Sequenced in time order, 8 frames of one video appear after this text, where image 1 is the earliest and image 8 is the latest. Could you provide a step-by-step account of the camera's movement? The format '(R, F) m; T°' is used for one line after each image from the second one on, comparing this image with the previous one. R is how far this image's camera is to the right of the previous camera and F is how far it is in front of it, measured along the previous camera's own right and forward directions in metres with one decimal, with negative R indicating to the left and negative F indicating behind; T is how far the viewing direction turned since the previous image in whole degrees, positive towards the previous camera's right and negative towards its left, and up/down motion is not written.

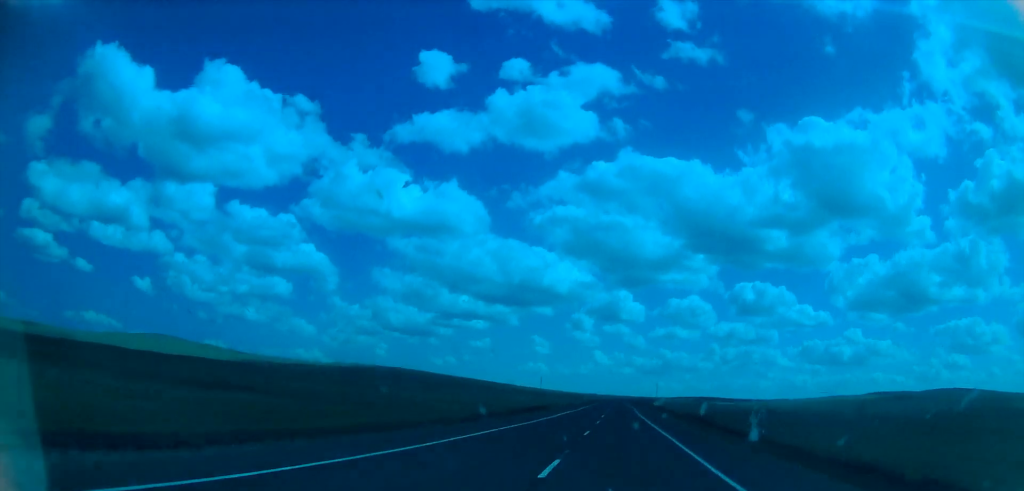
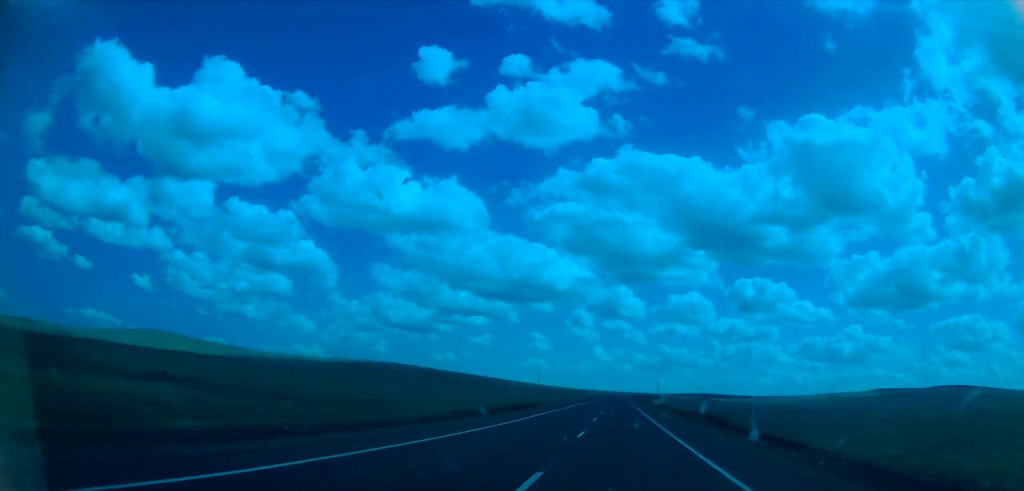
(0.0, +14.9) m; 0°
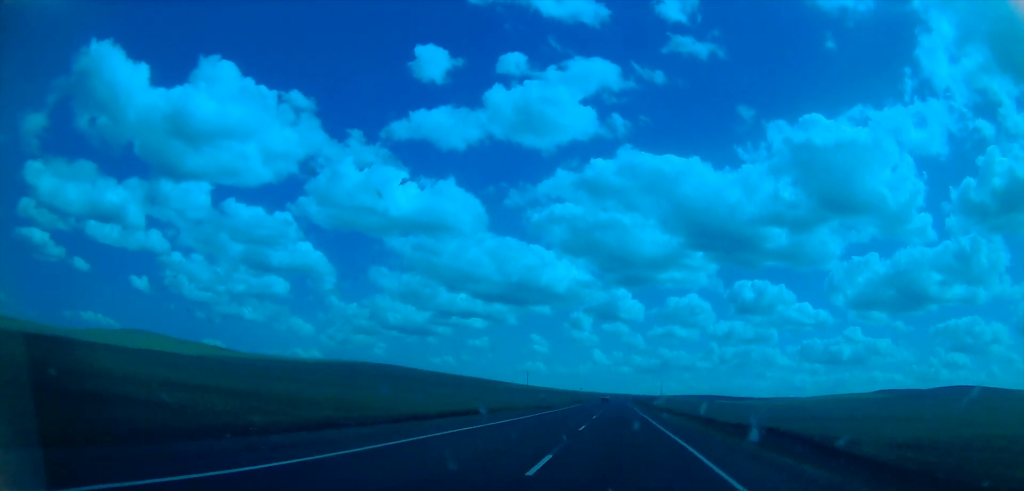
(0.0, +45.1) m; 0°
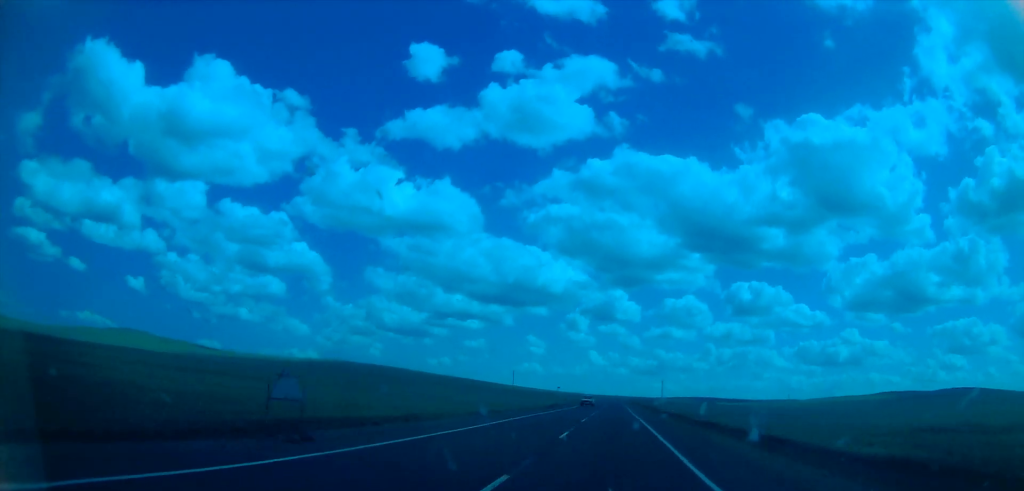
(0.0, +38.9) m; 0°
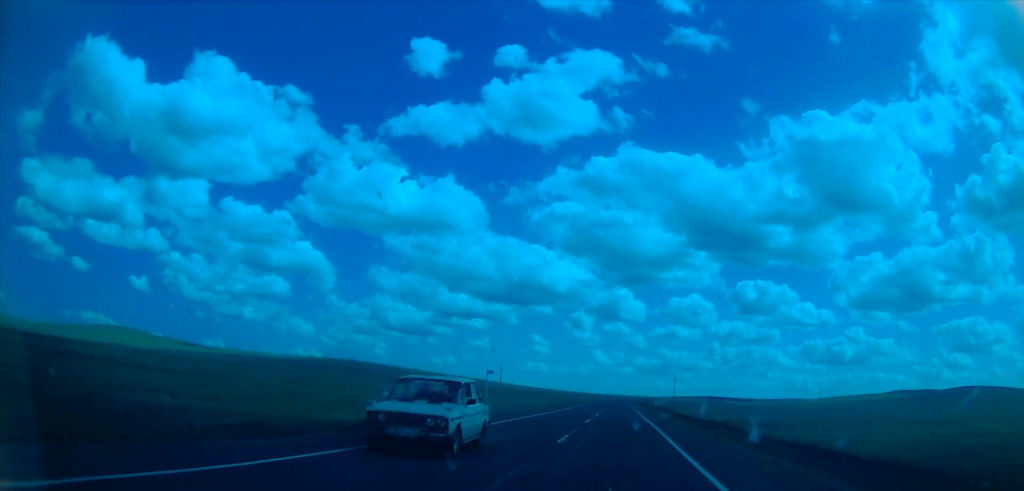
(0.0, +49.8) m; 0°
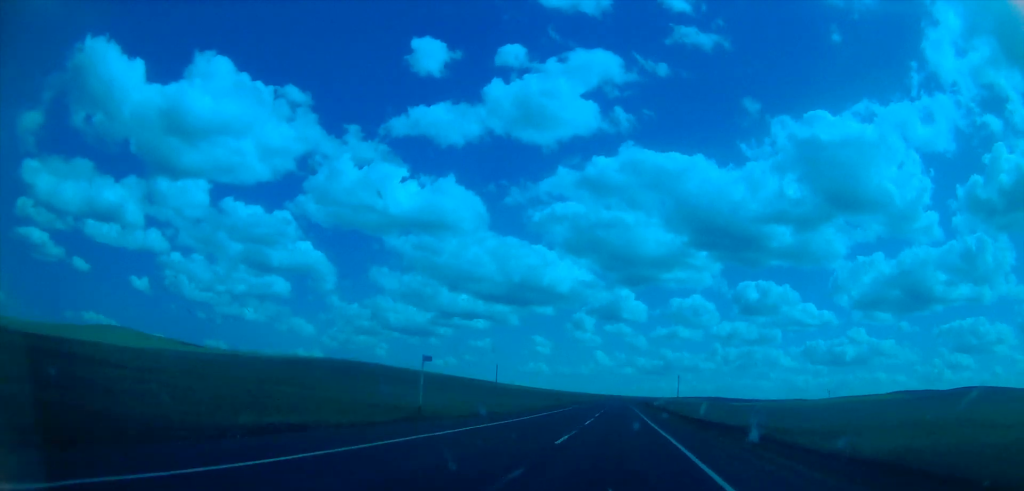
(0.0, +13.0) m; 0°
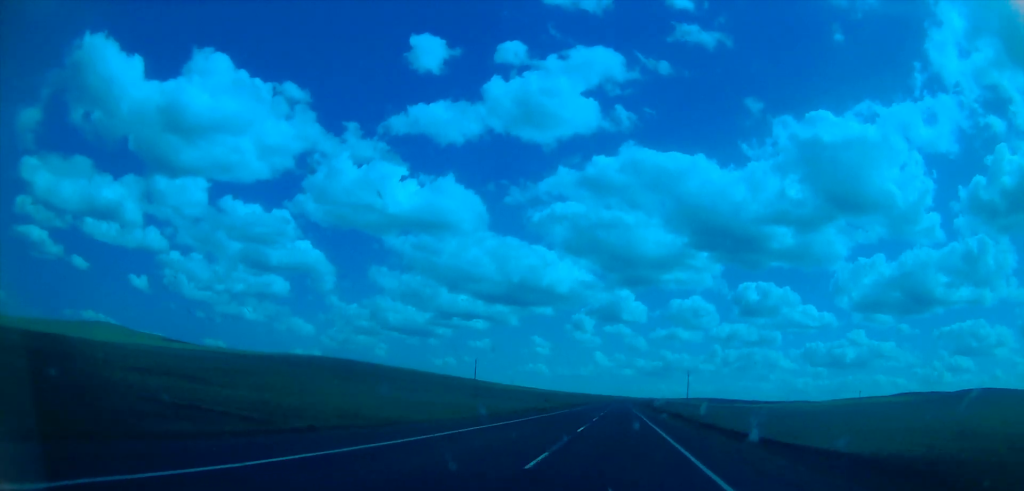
(0.0, +41.3) m; 0°
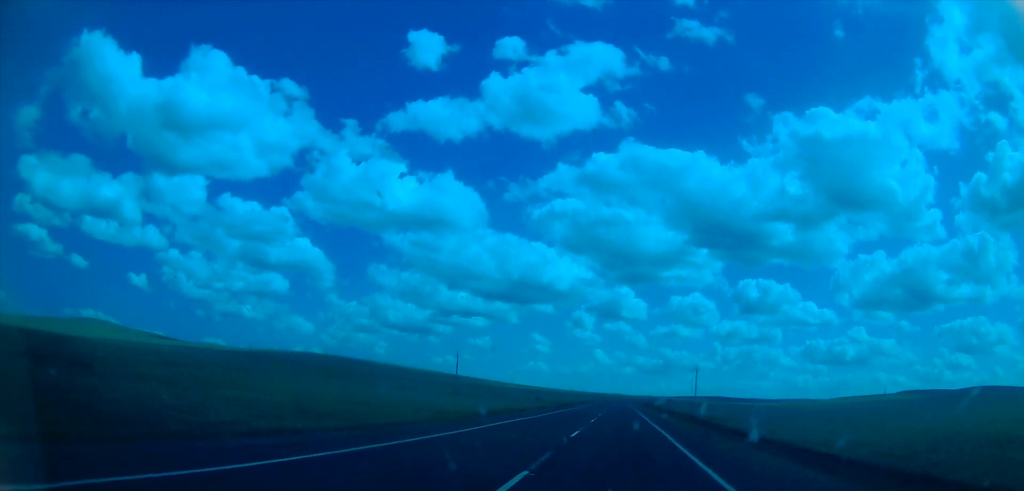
(0.0, +27.3) m; 0°
